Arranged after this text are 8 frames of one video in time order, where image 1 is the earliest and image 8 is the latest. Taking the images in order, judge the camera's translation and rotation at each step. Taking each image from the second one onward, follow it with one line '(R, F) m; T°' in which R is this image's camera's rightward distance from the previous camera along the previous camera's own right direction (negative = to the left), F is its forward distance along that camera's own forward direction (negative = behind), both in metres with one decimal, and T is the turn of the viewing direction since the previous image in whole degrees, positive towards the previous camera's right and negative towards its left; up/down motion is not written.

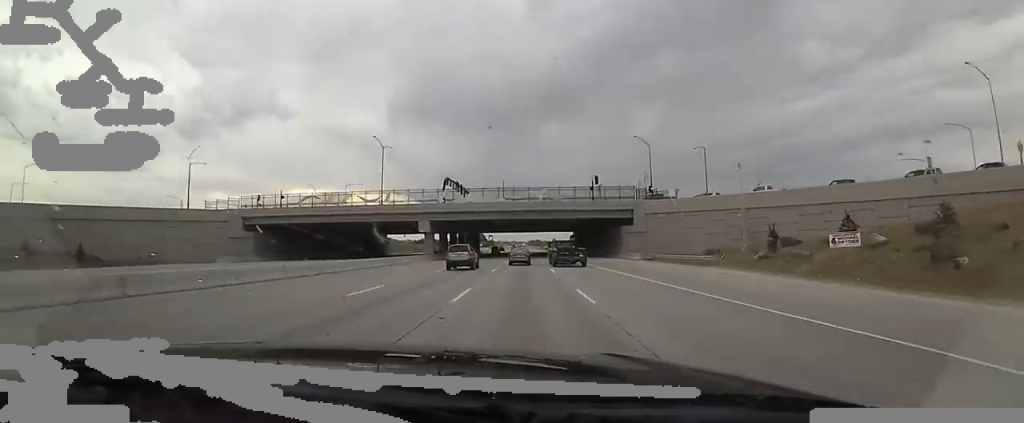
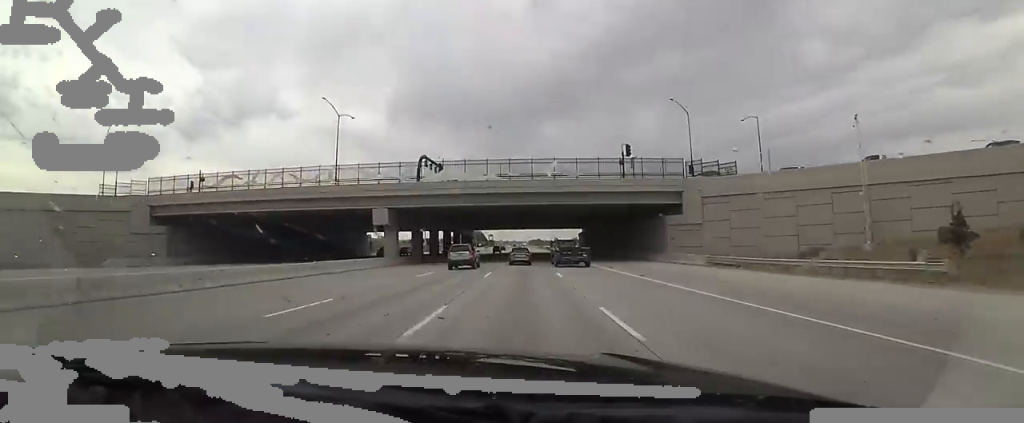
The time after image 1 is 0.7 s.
(0.0, +20.5) m; 0°
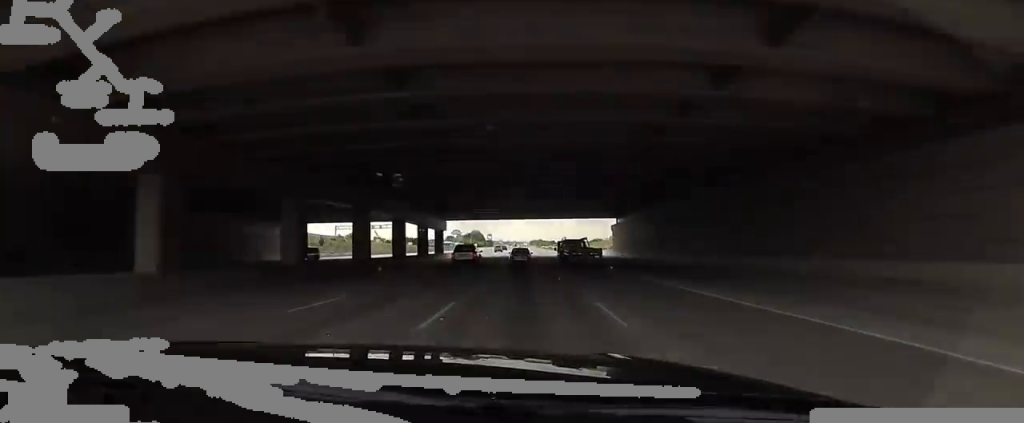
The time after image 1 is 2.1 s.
(0.0, +45.9) m; 0°
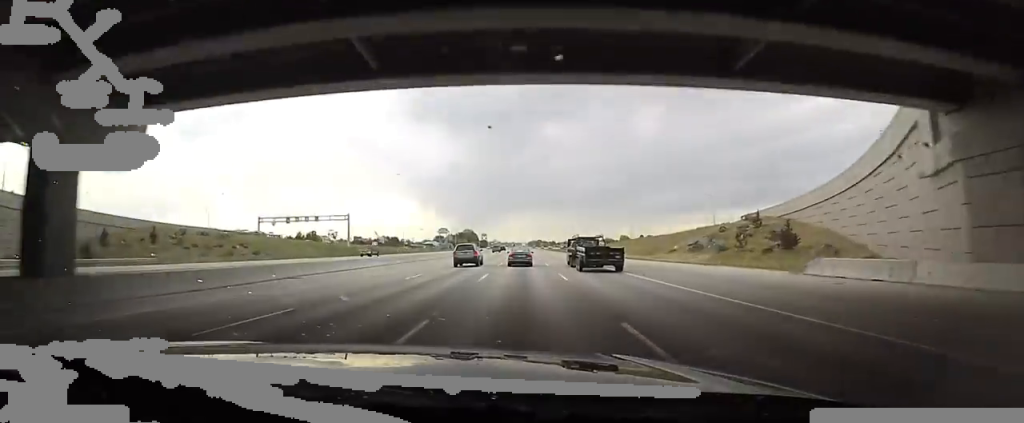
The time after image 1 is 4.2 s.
(-3.0, +66.5) m; -3°
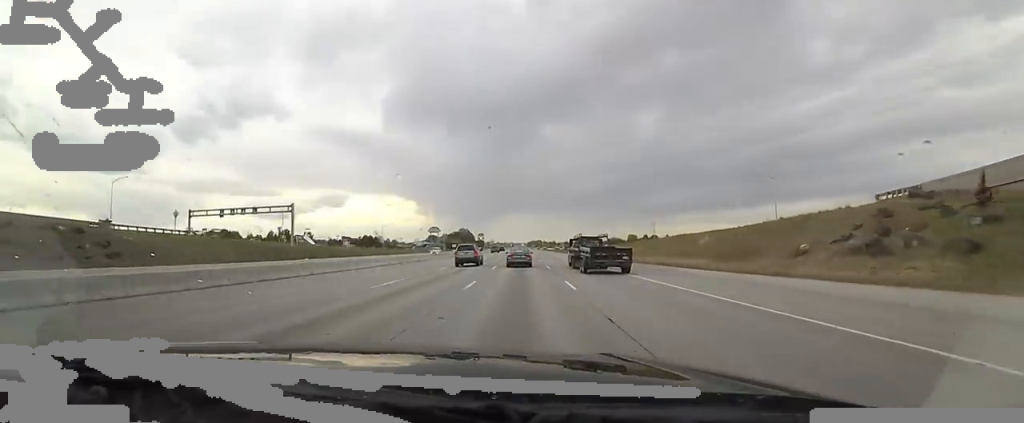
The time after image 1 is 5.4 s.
(+1.6, +34.9) m; +3°
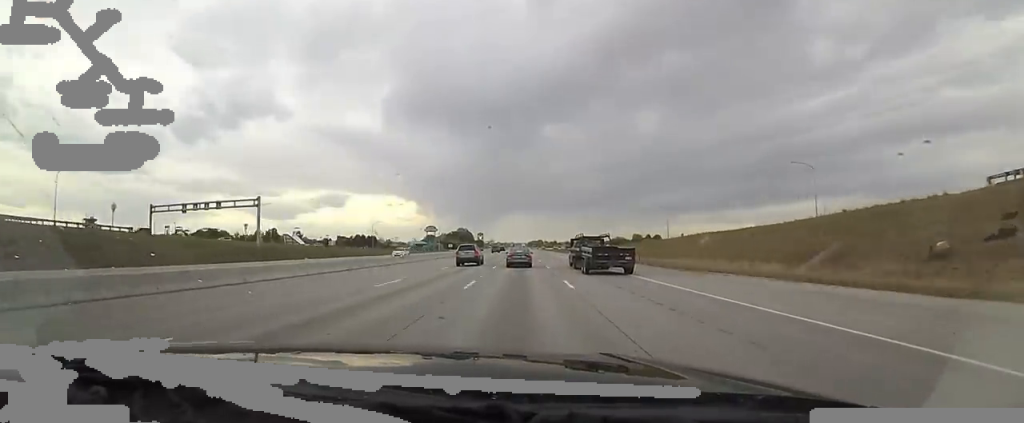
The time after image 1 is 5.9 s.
(0.0, +14.4) m; 0°
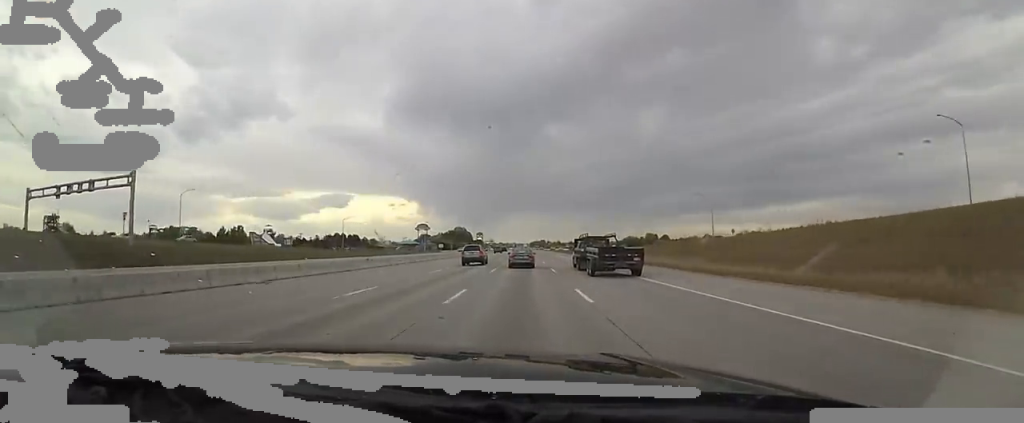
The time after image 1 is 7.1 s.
(0.0, +33.1) m; 0°
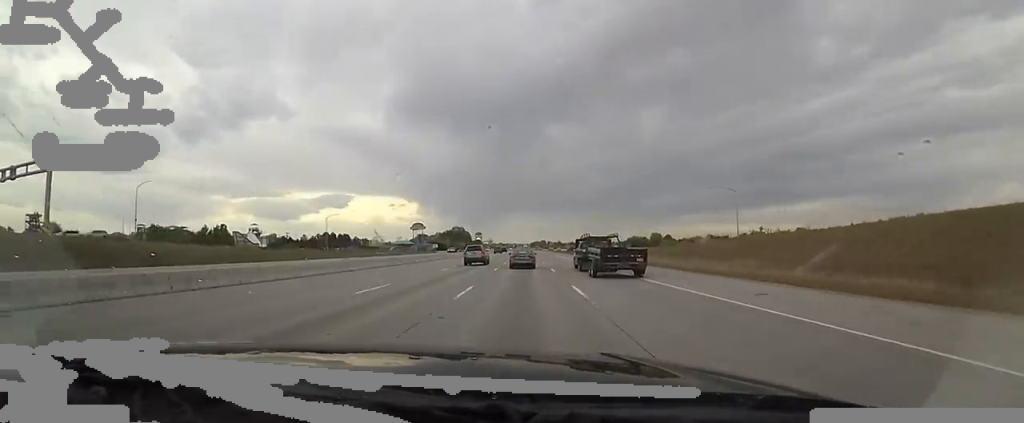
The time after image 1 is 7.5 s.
(0.0, +13.2) m; 0°
